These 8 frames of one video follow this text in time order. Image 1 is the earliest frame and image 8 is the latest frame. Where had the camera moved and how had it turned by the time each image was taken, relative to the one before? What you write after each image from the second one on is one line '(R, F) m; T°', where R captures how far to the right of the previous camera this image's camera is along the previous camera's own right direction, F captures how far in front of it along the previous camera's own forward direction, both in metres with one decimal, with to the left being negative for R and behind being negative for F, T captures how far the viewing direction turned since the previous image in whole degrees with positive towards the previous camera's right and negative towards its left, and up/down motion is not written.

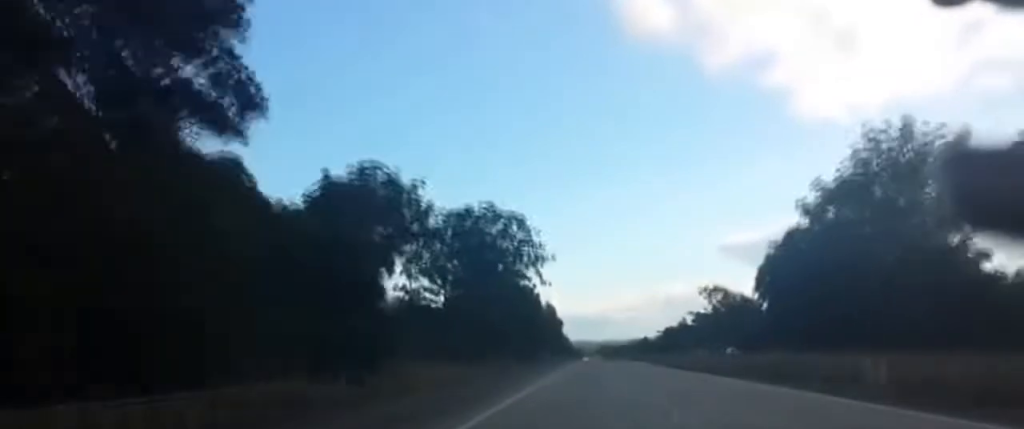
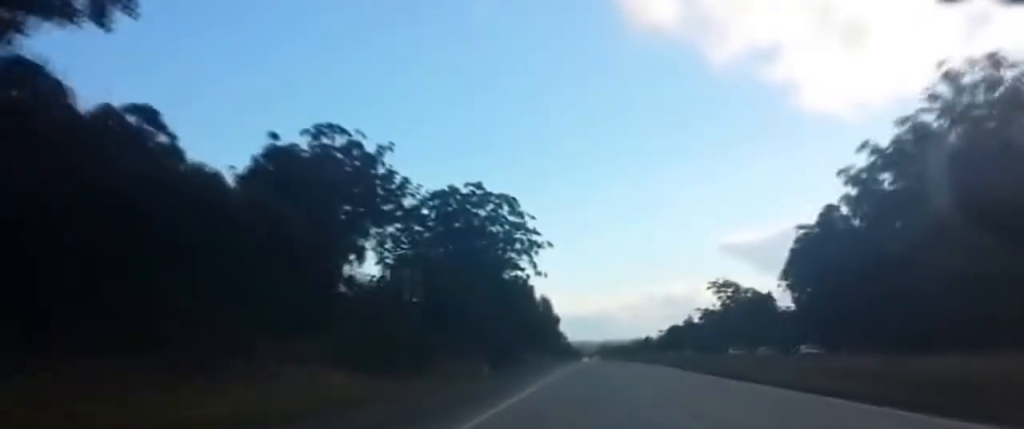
(-0.1, +26.8) m; 0°
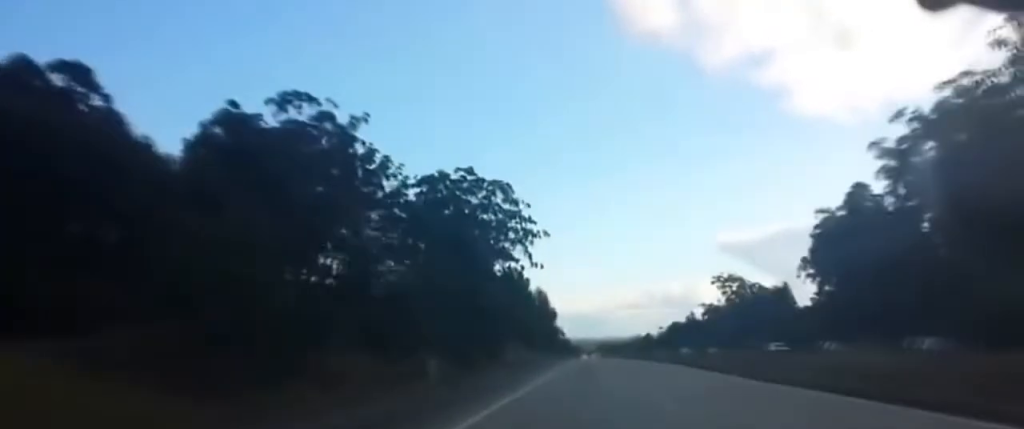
(-0.1, +18.6) m; 0°
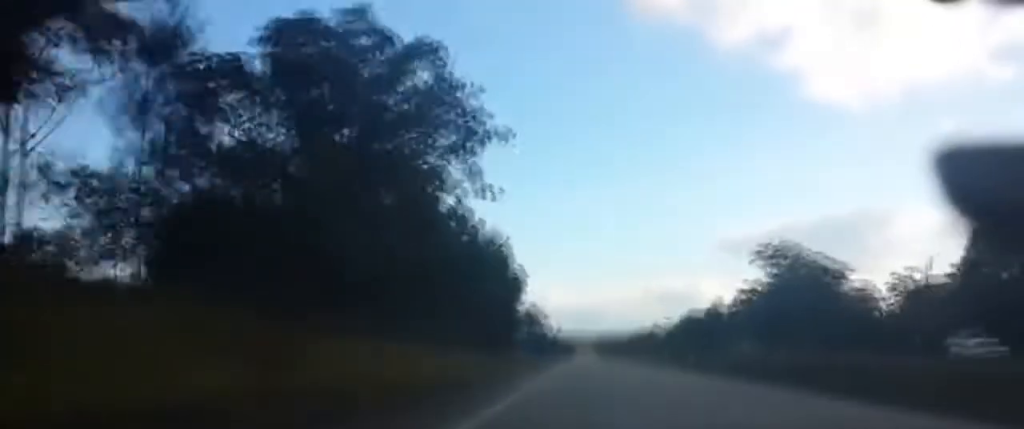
(+0.9, +87.9) m; 0°
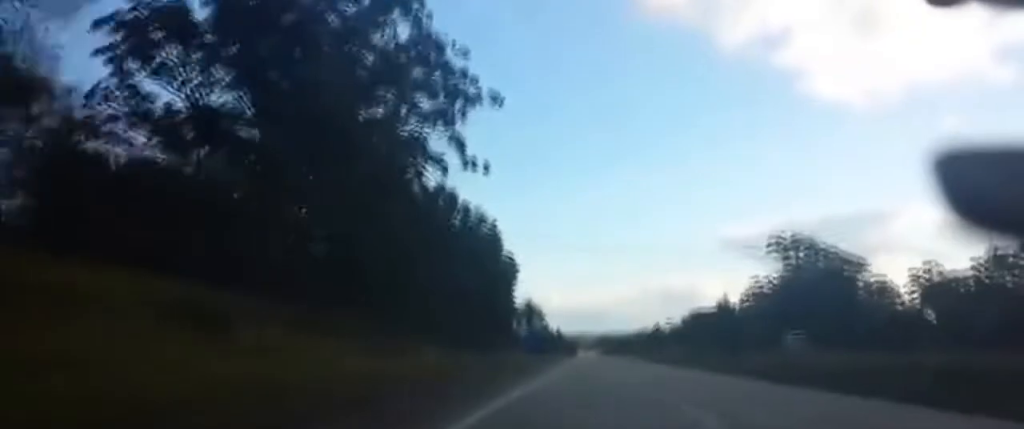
(-0.1, +16.7) m; 0°
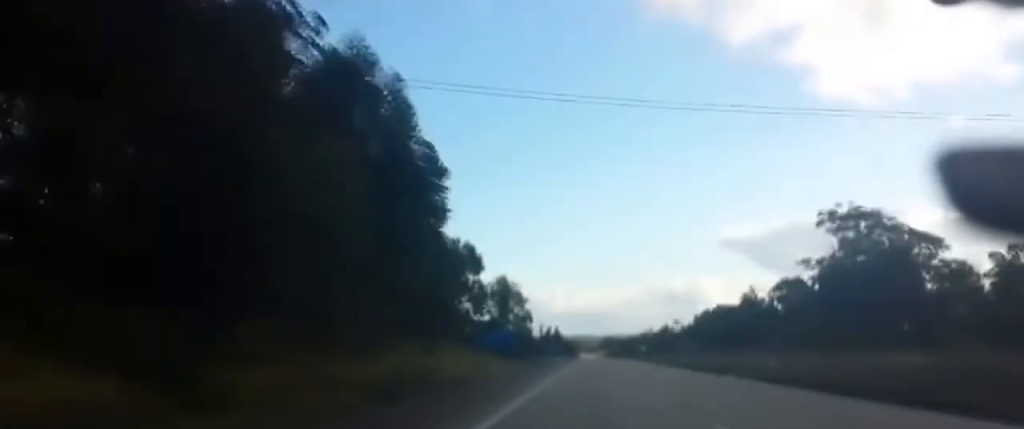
(0.0, +51.2) m; 0°
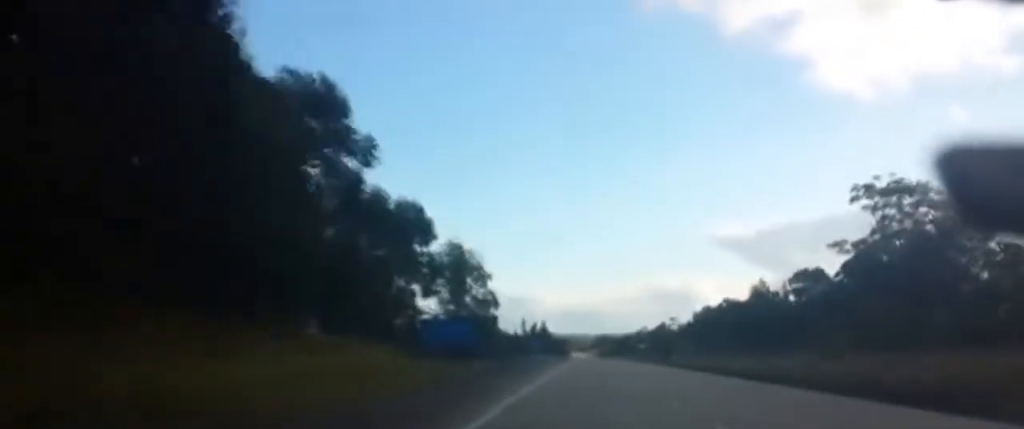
(+0.1, +27.2) m; 0°
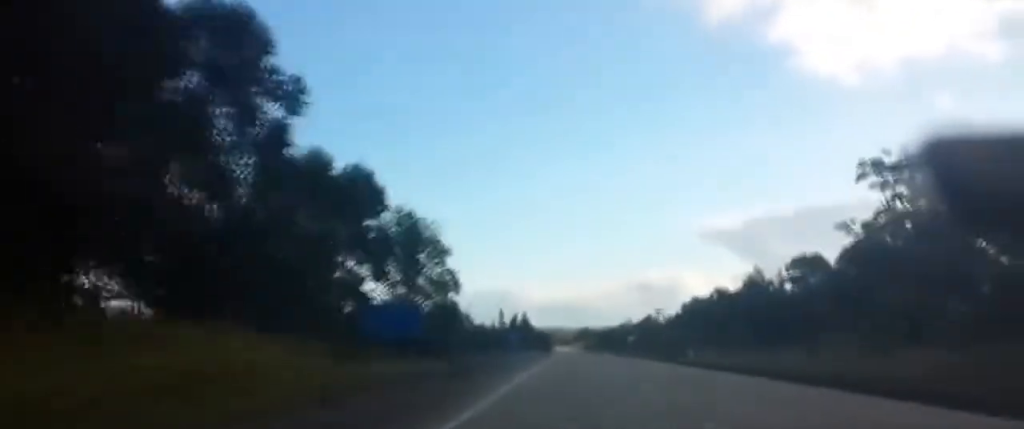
(-0.1, +12.6) m; 0°
